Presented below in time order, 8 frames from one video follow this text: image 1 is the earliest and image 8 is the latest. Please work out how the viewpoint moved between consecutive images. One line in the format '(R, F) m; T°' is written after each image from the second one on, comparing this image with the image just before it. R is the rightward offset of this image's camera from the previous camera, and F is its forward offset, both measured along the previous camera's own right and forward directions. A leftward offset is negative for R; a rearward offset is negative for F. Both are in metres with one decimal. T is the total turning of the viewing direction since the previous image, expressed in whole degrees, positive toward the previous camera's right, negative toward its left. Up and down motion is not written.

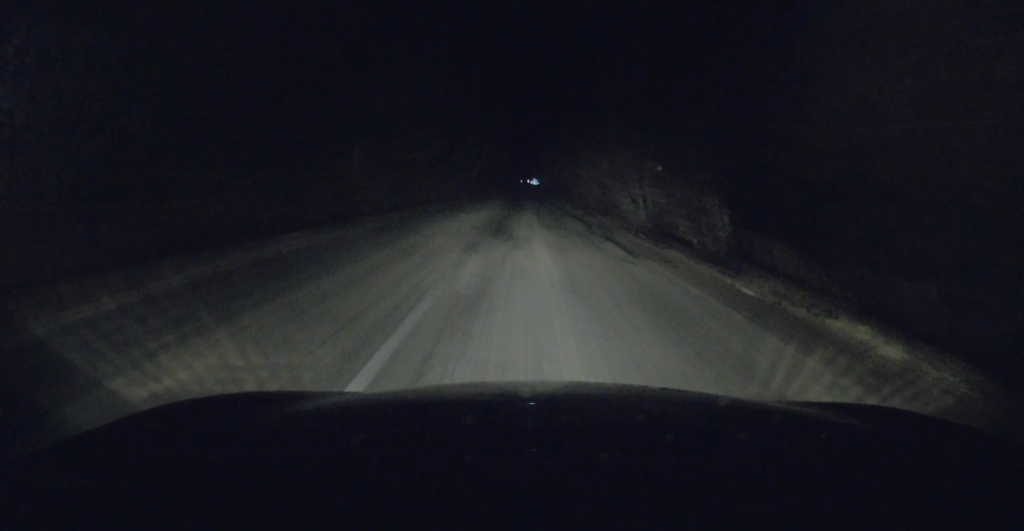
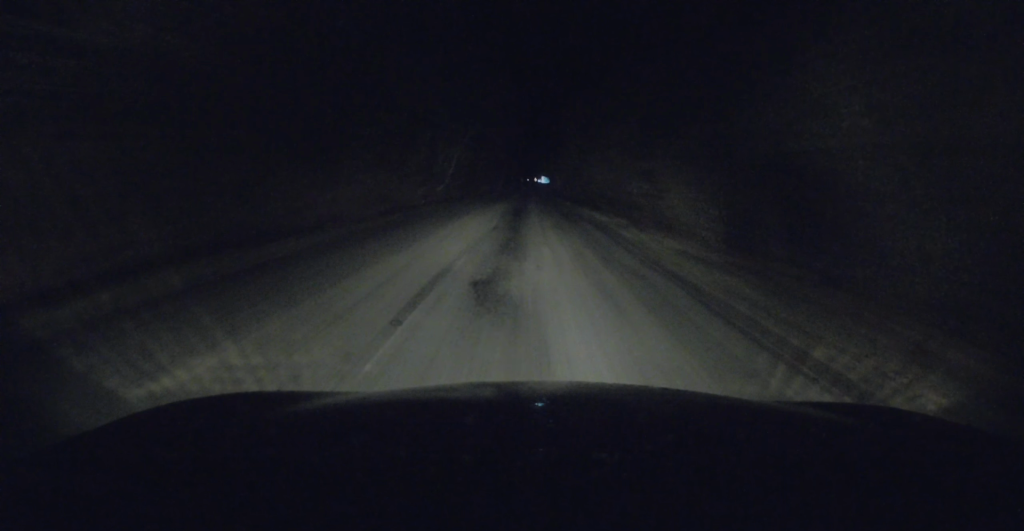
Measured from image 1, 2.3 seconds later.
(-1.1, +30.2) m; -4°
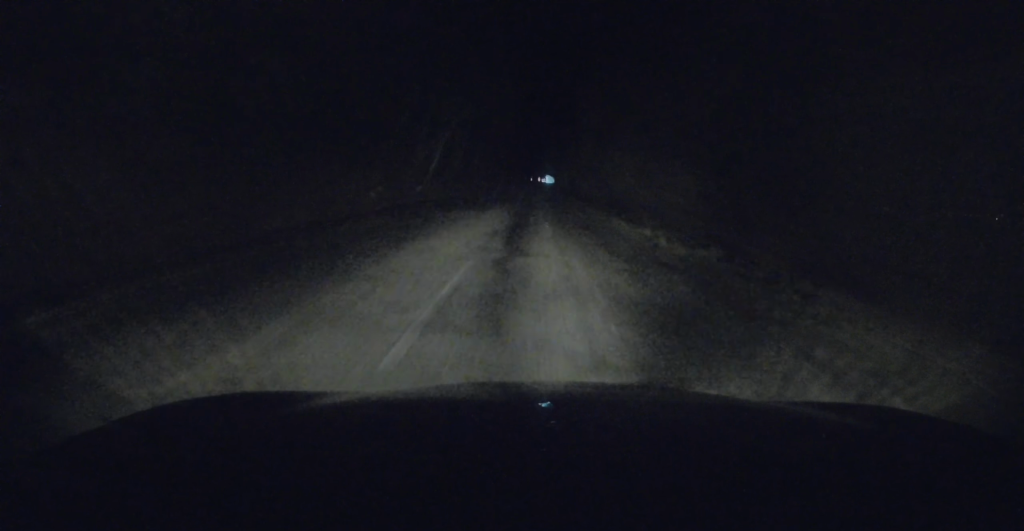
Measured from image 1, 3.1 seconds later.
(-0.3, +10.7) m; 0°
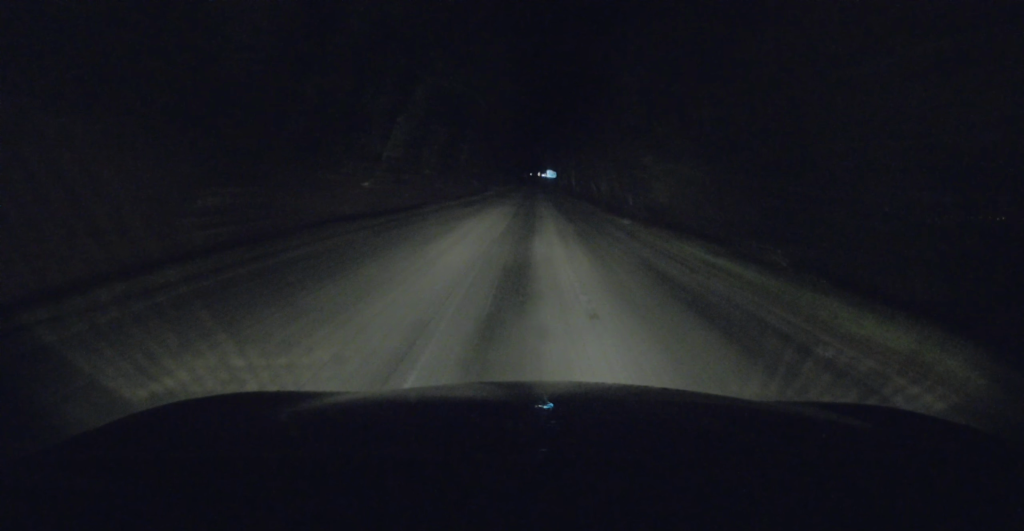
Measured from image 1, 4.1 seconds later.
(+0.3, +13.1) m; +2°
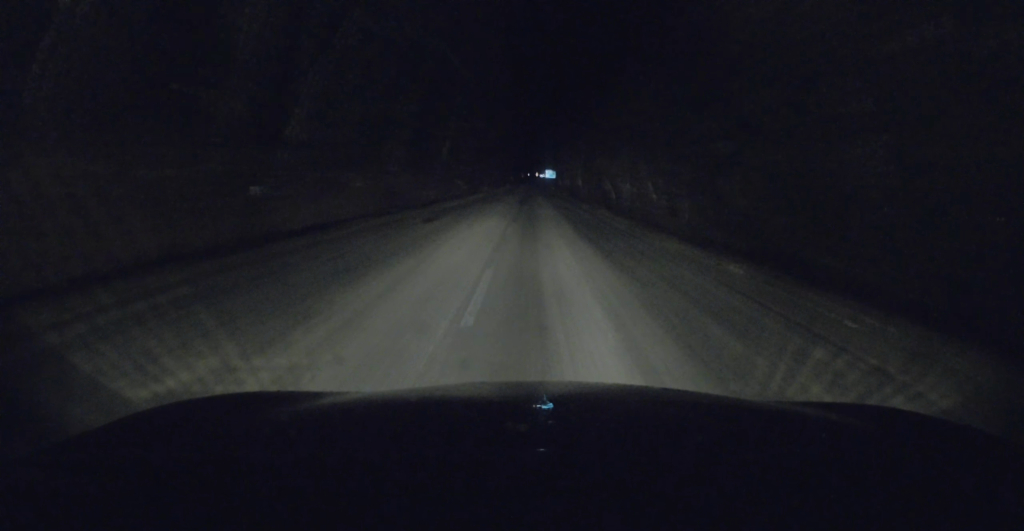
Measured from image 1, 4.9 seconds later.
(0.0, +10.8) m; +2°
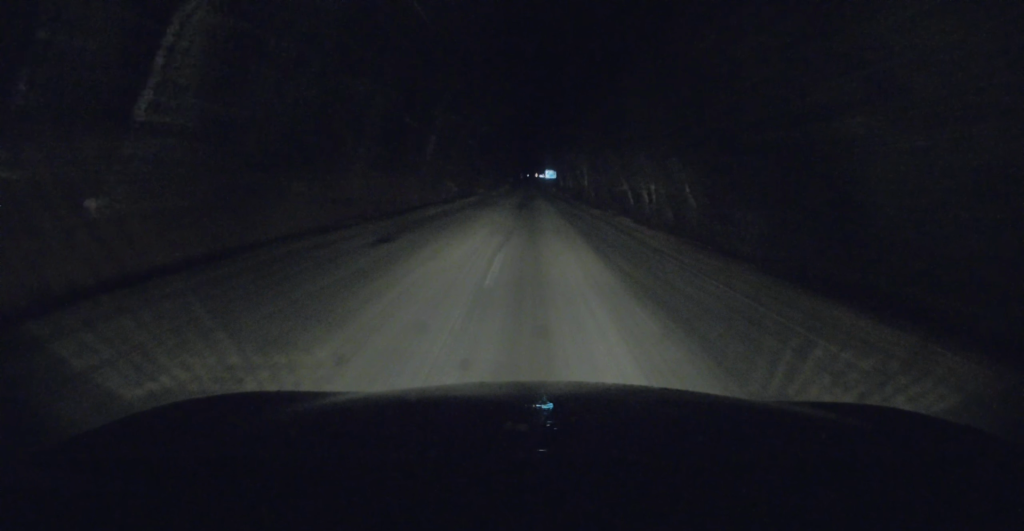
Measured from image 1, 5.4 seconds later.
(+0.1, +6.5) m; 0°
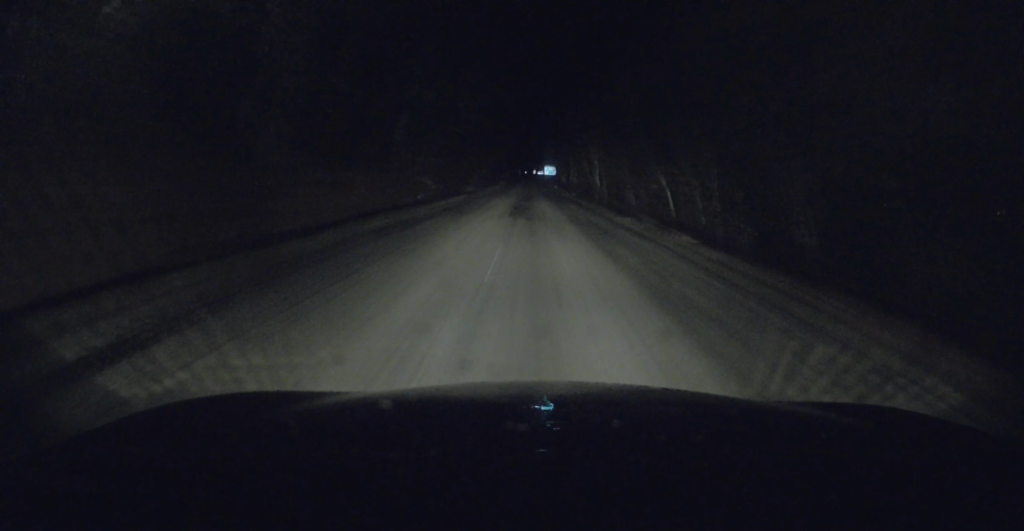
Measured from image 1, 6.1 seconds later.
(+0.2, +9.1) m; 0°
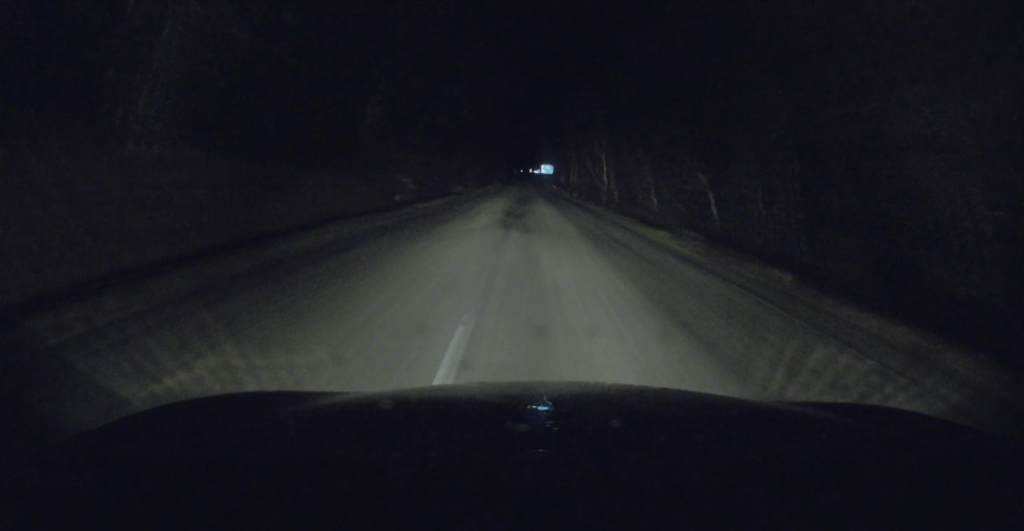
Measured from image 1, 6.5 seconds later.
(-0.2, +5.7) m; -1°
